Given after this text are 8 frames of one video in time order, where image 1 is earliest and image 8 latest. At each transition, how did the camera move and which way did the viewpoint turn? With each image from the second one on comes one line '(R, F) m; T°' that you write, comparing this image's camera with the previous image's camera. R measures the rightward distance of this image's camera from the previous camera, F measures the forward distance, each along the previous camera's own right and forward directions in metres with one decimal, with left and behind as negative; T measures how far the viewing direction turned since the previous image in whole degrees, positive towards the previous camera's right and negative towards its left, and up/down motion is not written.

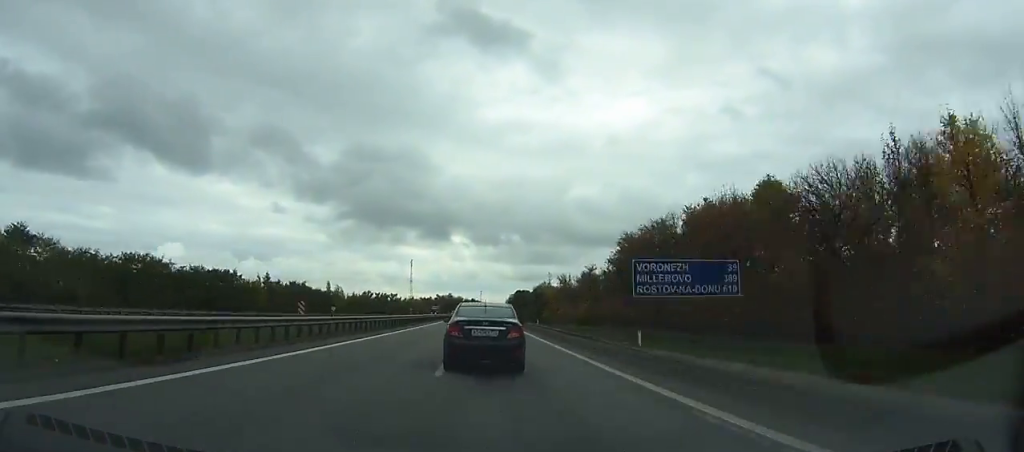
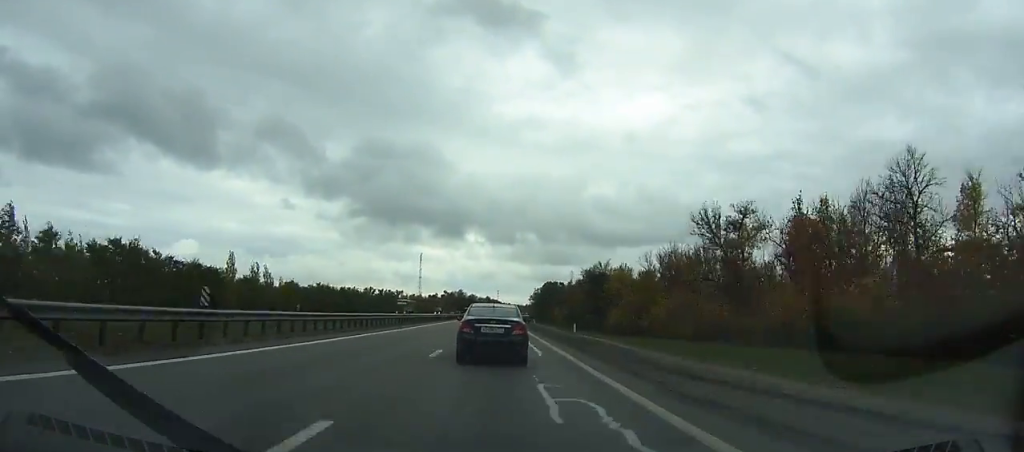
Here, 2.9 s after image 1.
(+0.2, +80.1) m; 0°
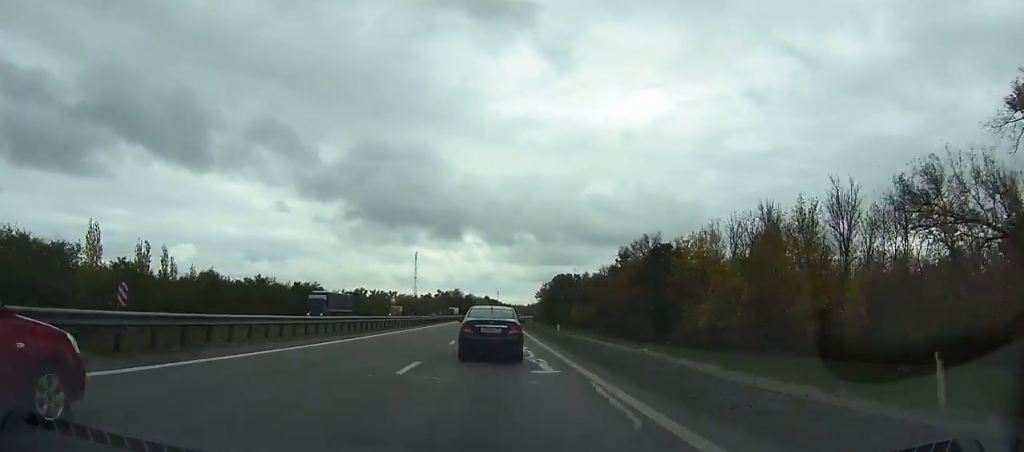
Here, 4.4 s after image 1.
(-0.2, +41.1) m; 0°
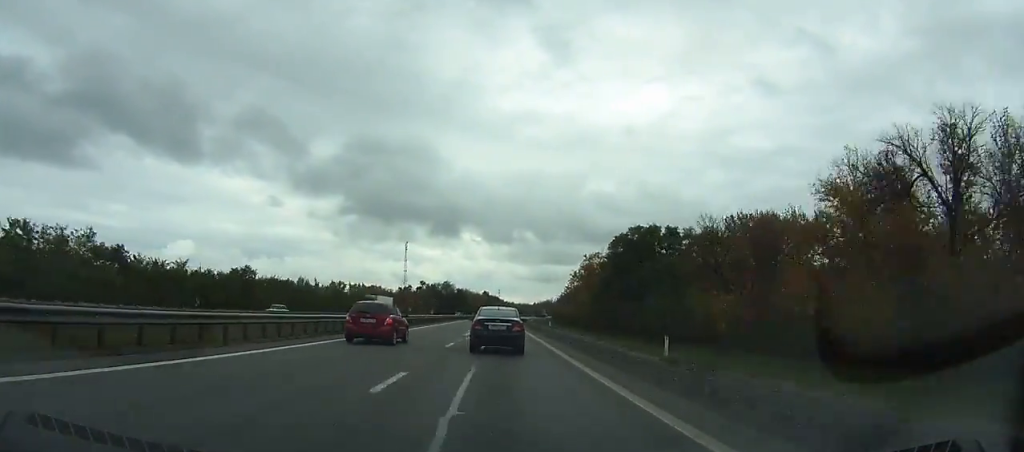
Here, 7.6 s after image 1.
(-0.4, +86.9) m; +2°
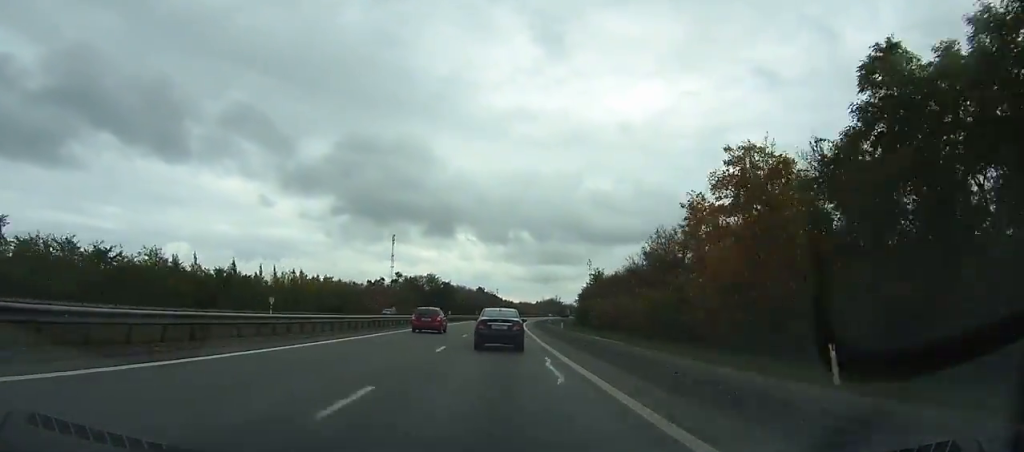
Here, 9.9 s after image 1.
(+2.1, +61.9) m; +2°
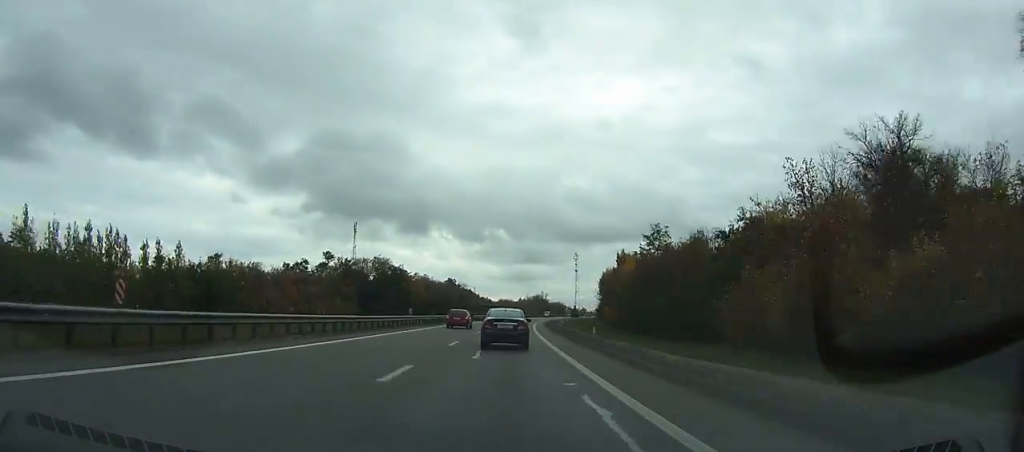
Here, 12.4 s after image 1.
(+0.9, +67.1) m; +1°
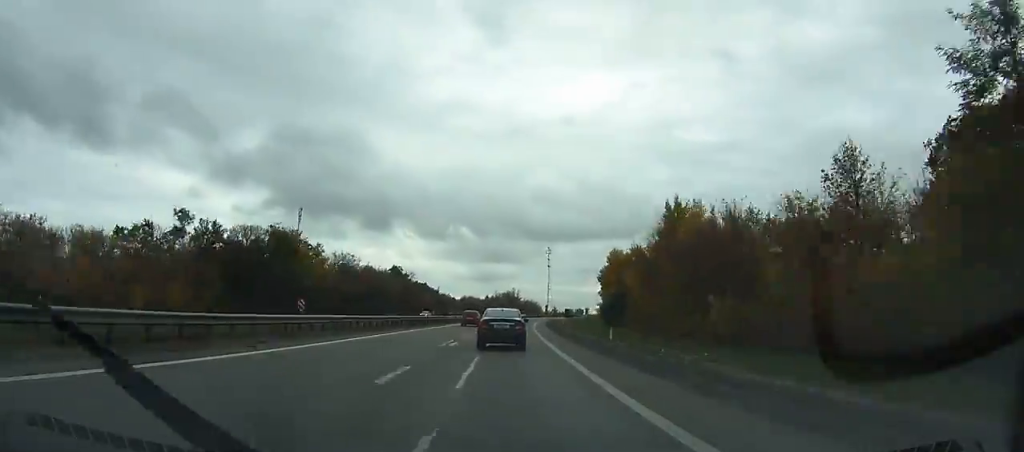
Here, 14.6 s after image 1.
(0.0, +58.8) m; 0°
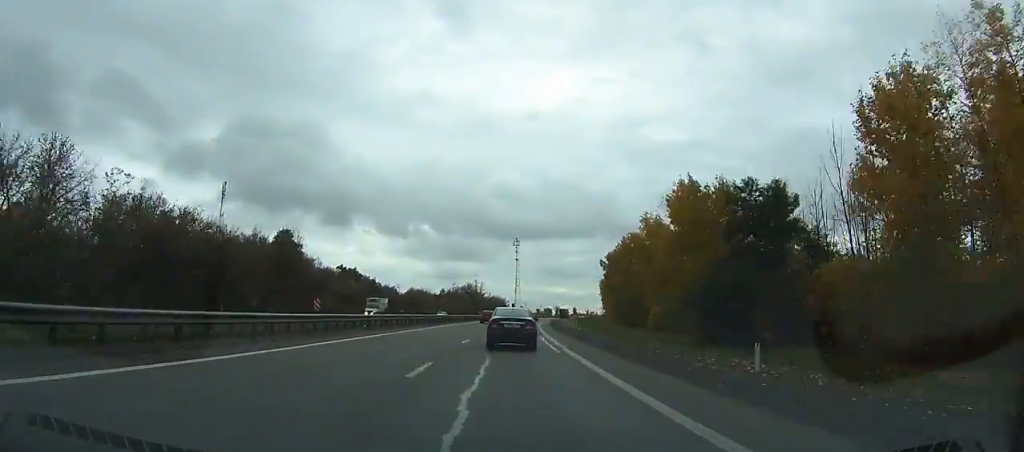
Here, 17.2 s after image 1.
(0.0, +69.2) m; +1°
